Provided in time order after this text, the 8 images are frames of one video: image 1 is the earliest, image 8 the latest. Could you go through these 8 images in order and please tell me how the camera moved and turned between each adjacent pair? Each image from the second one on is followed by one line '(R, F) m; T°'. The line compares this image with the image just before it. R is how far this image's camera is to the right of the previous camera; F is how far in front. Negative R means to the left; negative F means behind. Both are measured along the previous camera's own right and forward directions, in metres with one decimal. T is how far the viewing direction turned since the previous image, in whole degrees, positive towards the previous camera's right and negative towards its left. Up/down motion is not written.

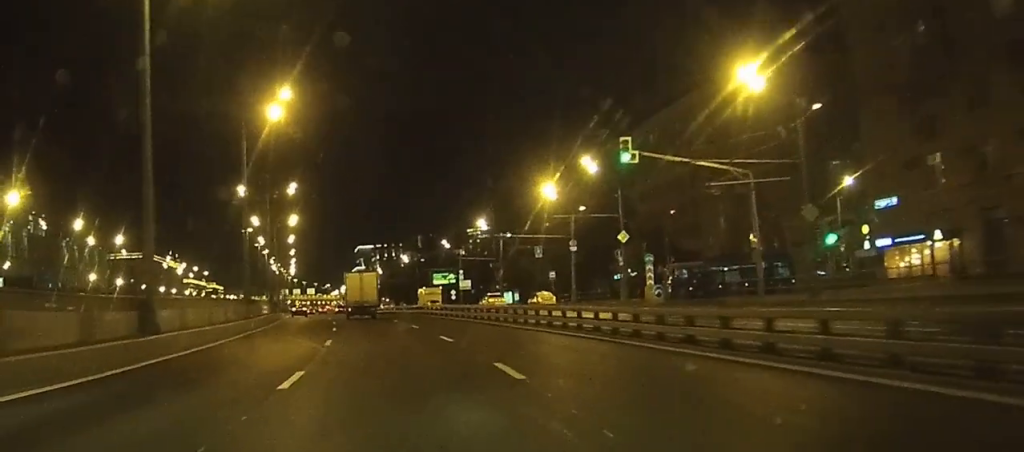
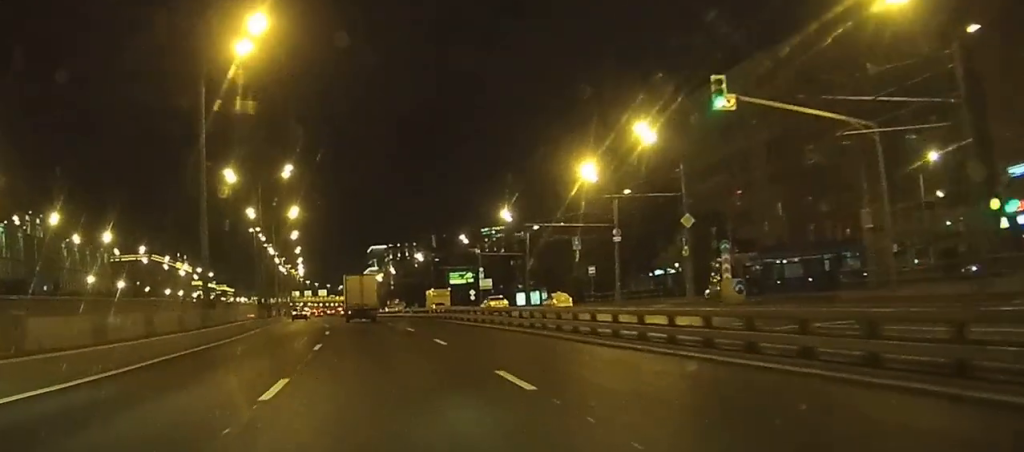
(-0.3, +13.3) m; -2°
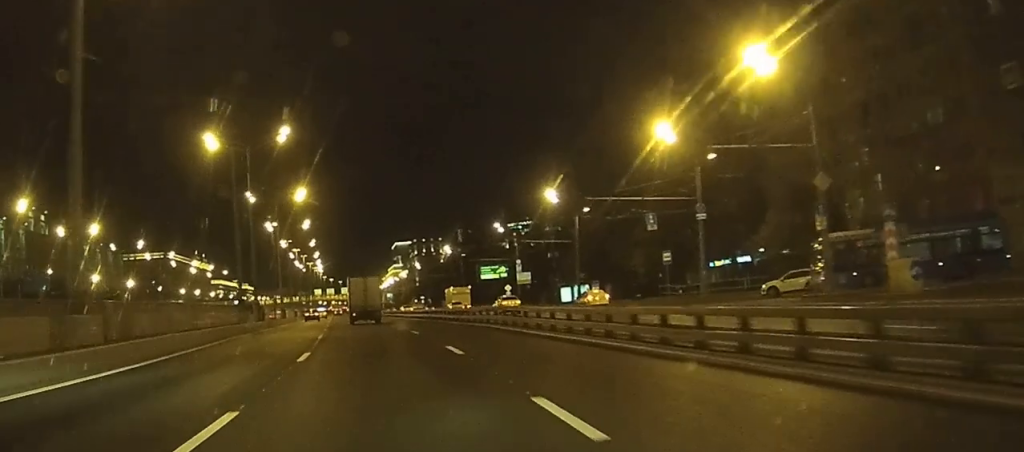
(-0.4, +16.6) m; -2°
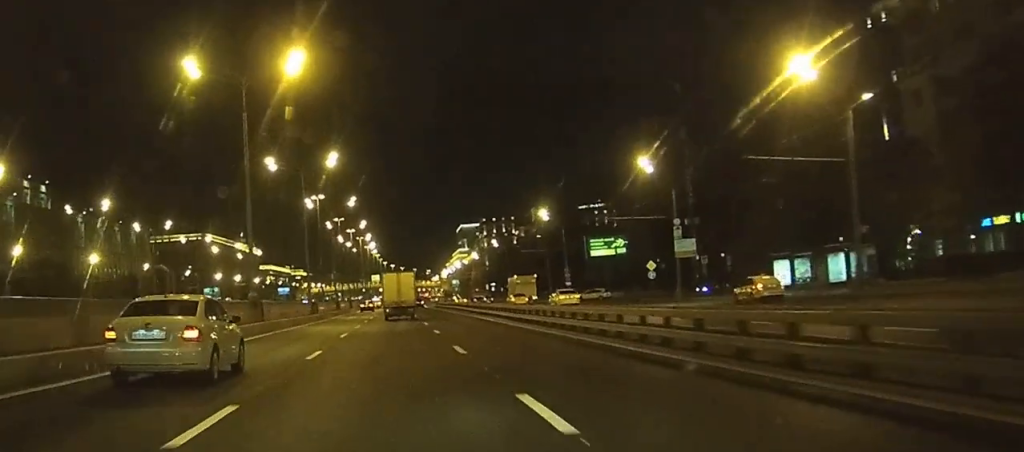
(-1.3, +48.0) m; -3°
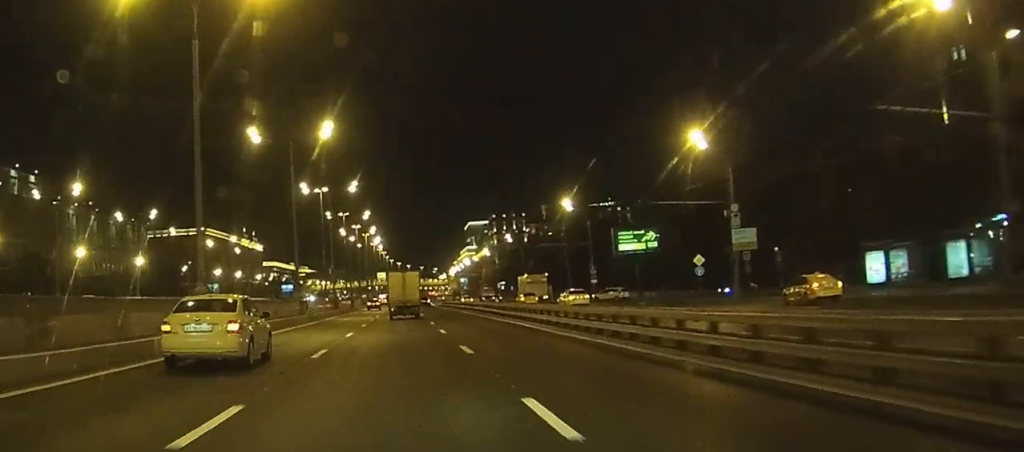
(0.0, +12.1) m; 0°
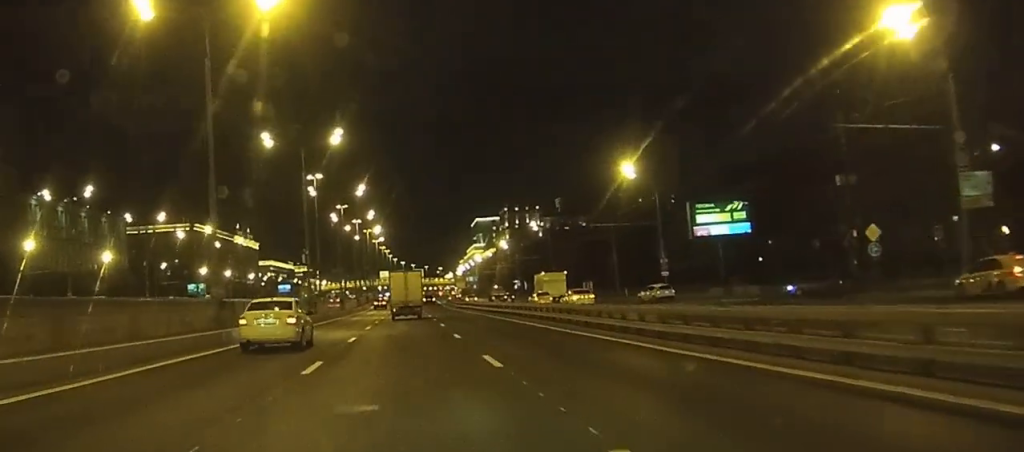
(+0.2, +28.0) m; +1°
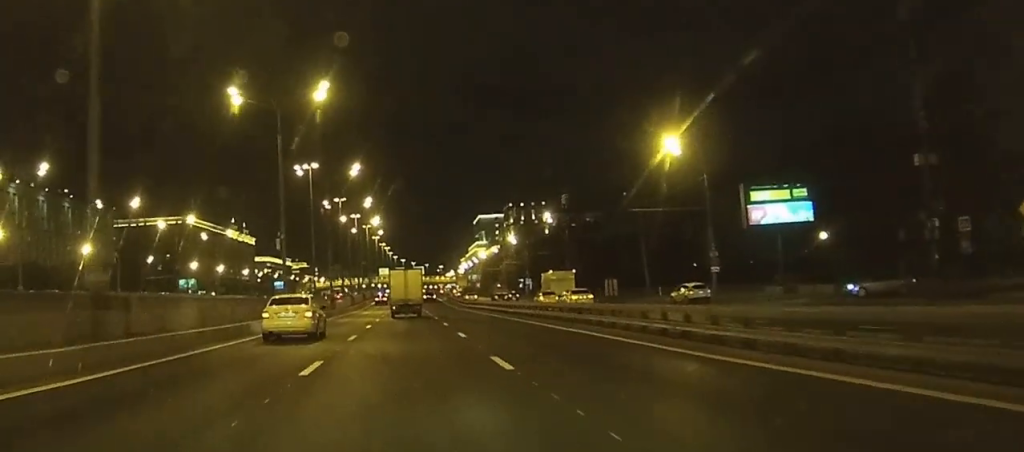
(+0.1, +13.1) m; 0°
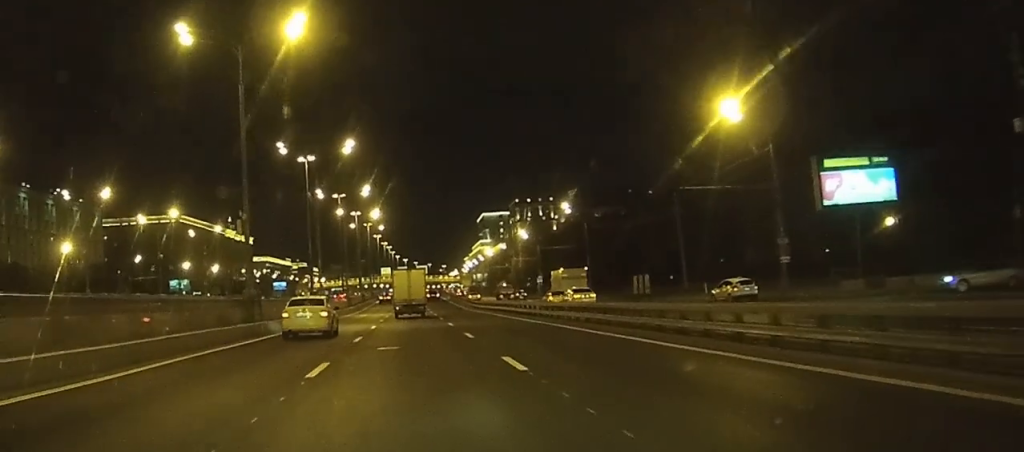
(0.0, +12.6) m; 0°
